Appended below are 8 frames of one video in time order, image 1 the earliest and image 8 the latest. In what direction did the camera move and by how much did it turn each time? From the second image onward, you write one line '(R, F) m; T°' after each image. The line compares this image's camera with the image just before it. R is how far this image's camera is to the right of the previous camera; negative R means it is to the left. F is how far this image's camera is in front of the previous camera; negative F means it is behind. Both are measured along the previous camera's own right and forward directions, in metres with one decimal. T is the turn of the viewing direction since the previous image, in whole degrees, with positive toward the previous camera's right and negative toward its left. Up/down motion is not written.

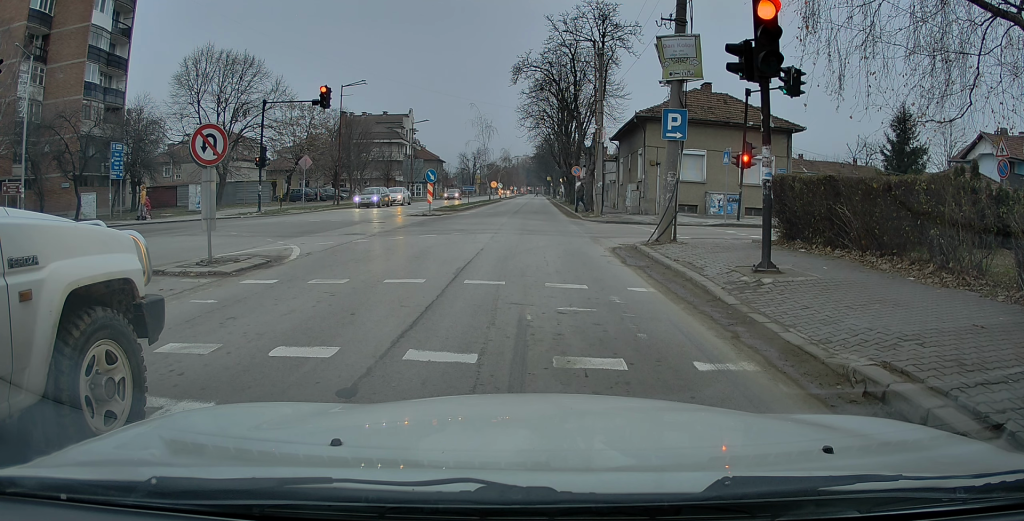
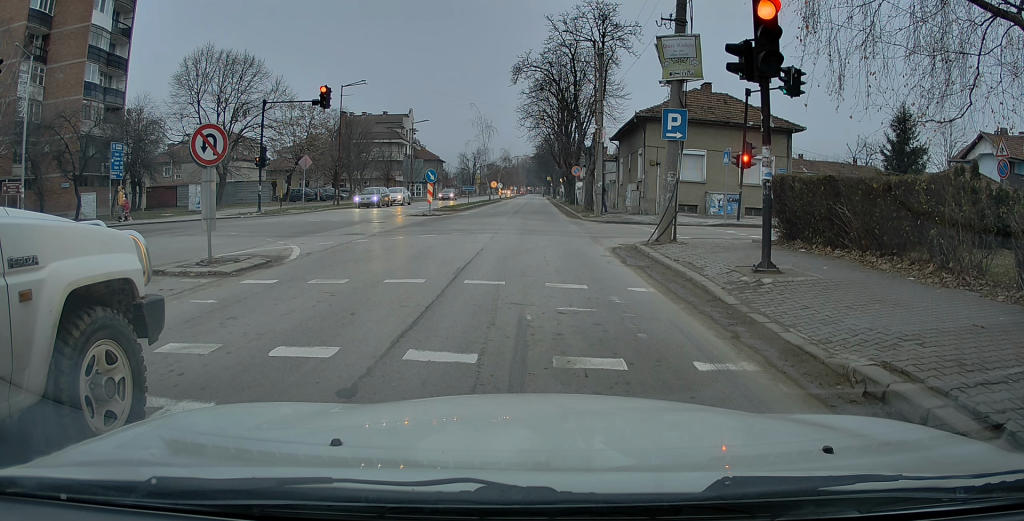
(0.0, 0.0) m; 0°
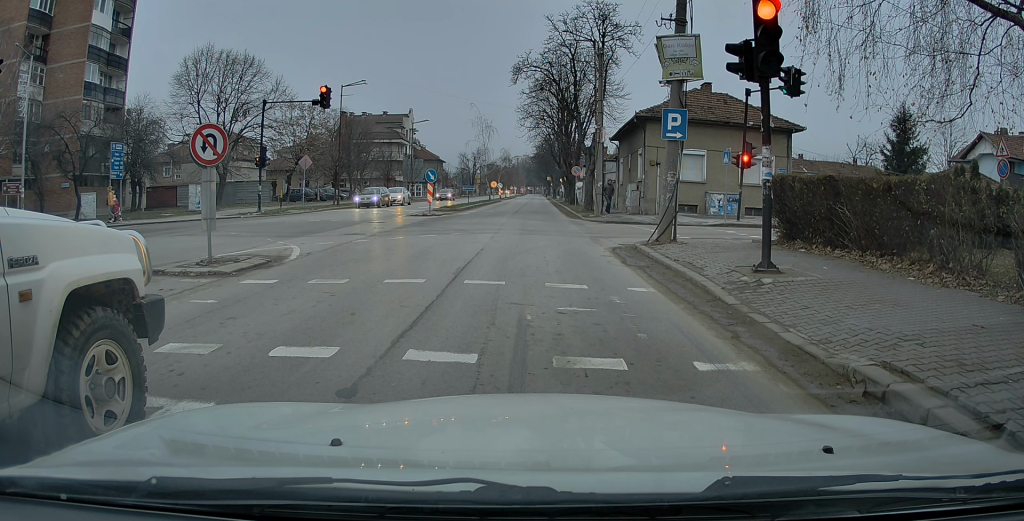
(0.0, 0.0) m; 0°
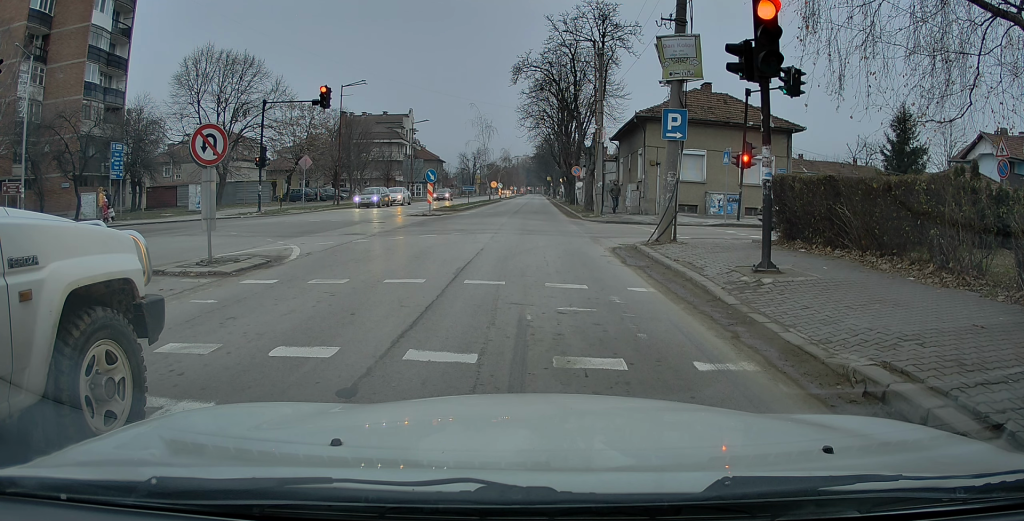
(0.0, 0.0) m; 0°
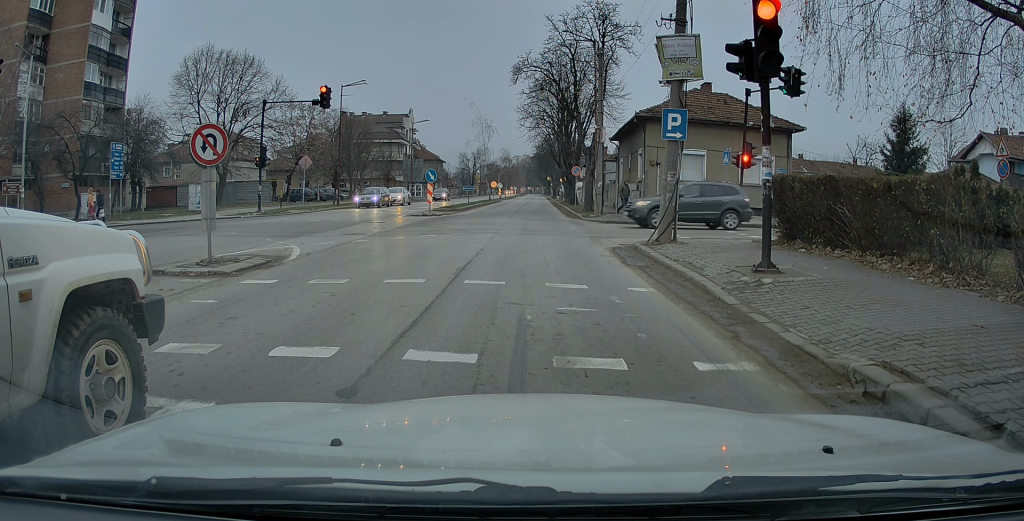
(0.0, 0.0) m; 0°
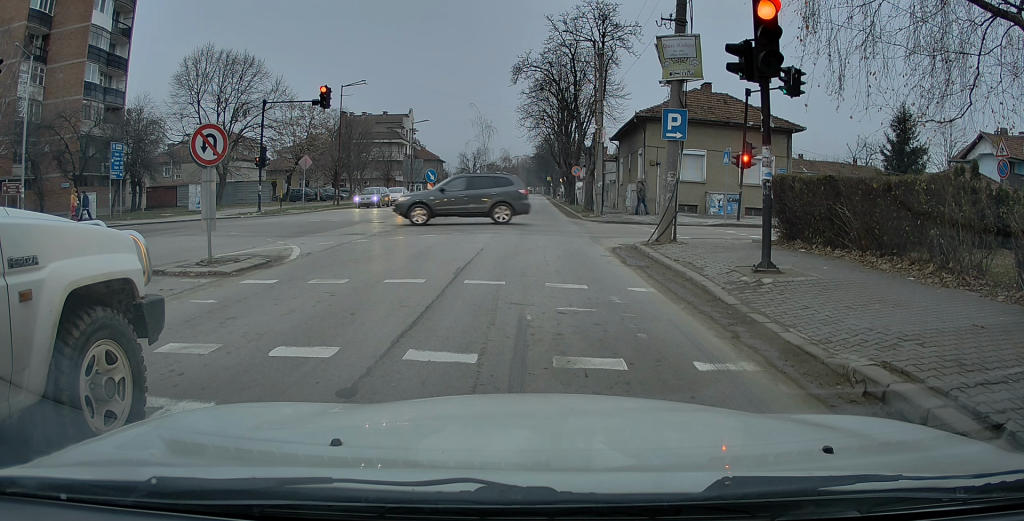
(0.0, 0.0) m; 0°
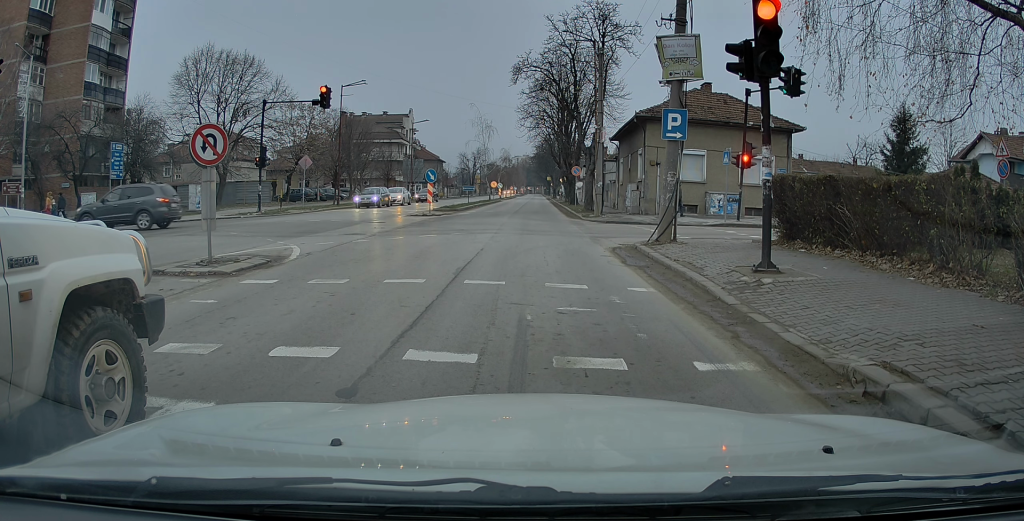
(0.0, 0.0) m; 0°
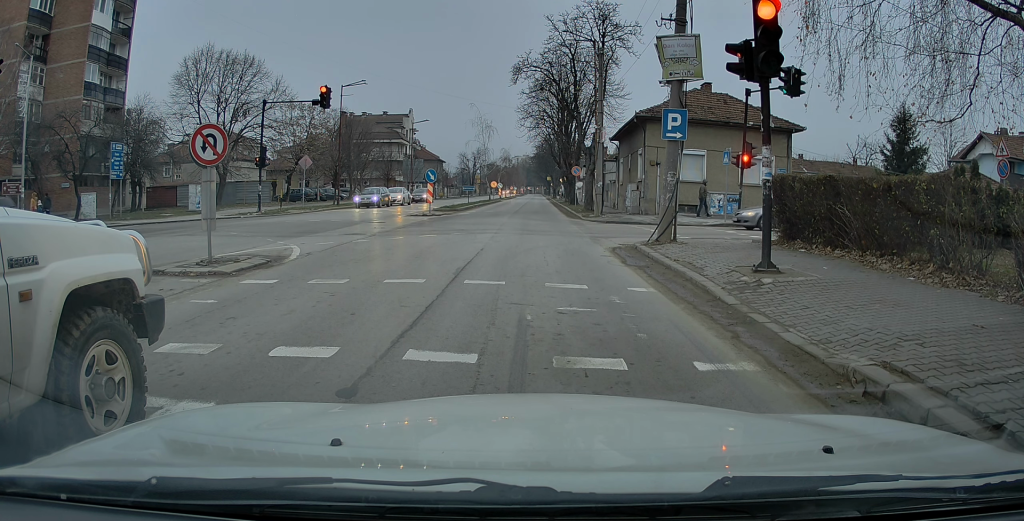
(0.0, 0.0) m; 0°
